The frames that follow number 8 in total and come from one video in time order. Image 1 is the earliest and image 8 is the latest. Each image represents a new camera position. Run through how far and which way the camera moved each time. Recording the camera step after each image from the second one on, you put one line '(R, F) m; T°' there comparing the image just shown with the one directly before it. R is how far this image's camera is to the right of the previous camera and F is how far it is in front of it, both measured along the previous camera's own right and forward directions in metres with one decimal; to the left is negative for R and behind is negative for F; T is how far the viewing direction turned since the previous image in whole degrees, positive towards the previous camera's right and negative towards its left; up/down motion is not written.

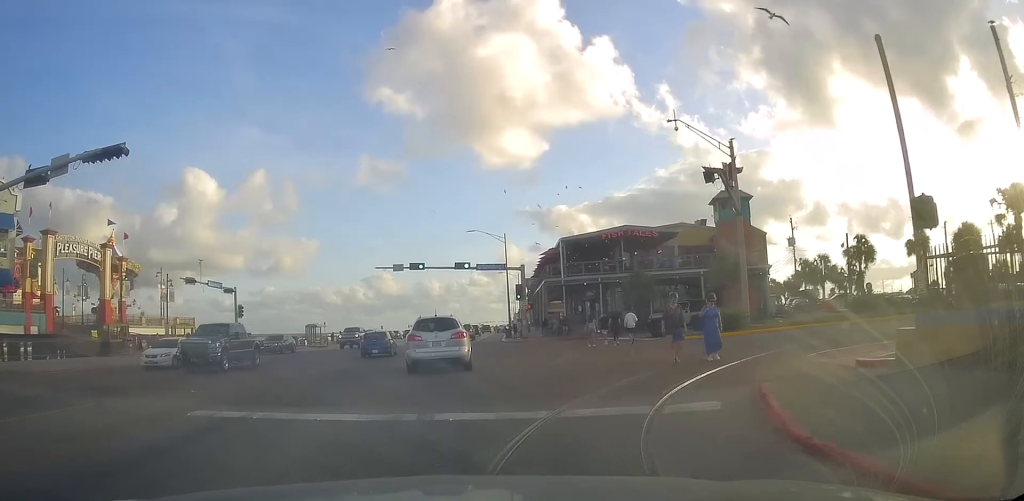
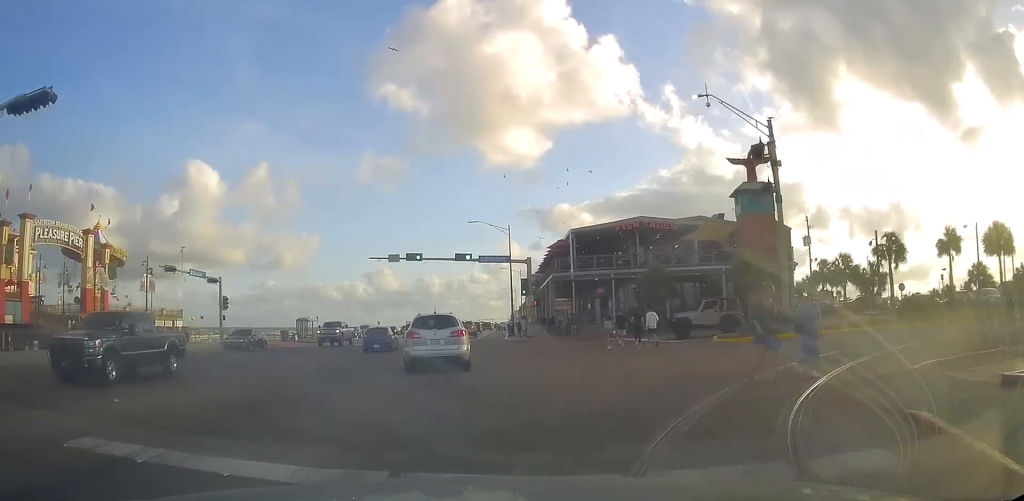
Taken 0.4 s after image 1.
(+0.1, +3.2) m; +1°
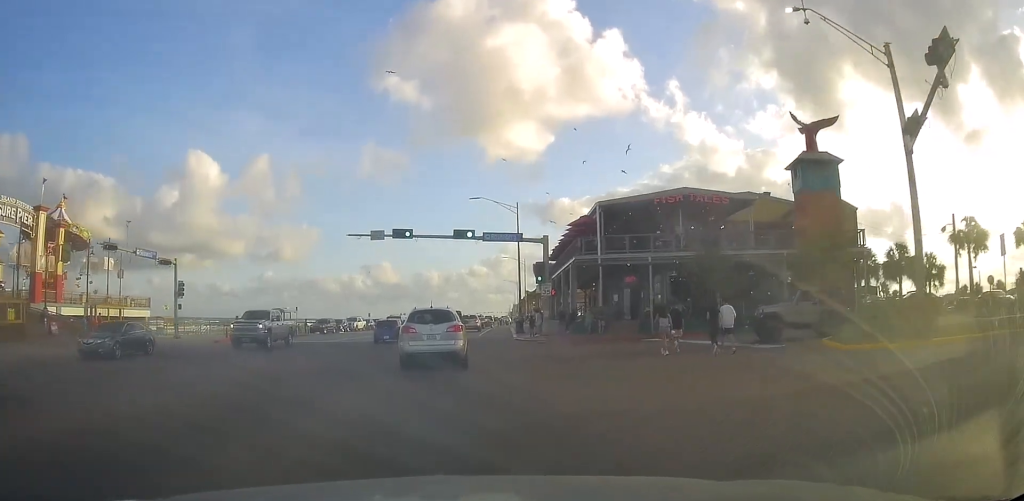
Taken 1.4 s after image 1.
(+0.2, +7.5) m; 0°
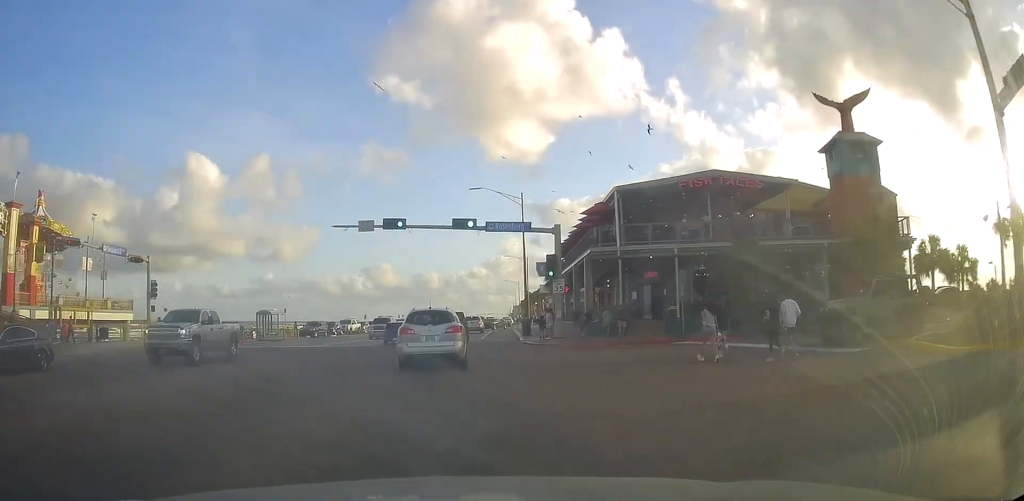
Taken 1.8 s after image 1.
(+0.2, +3.9) m; -3°
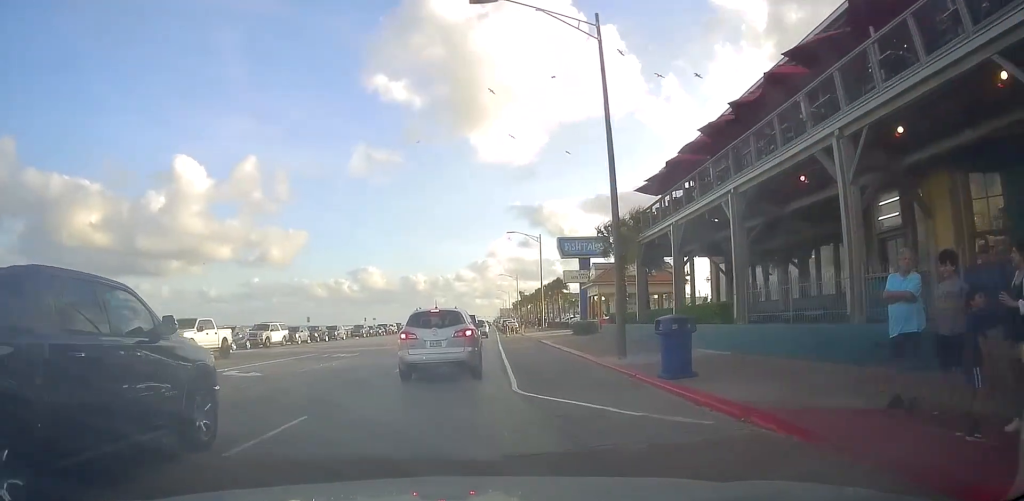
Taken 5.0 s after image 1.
(-0.2, +29.4) m; +2°
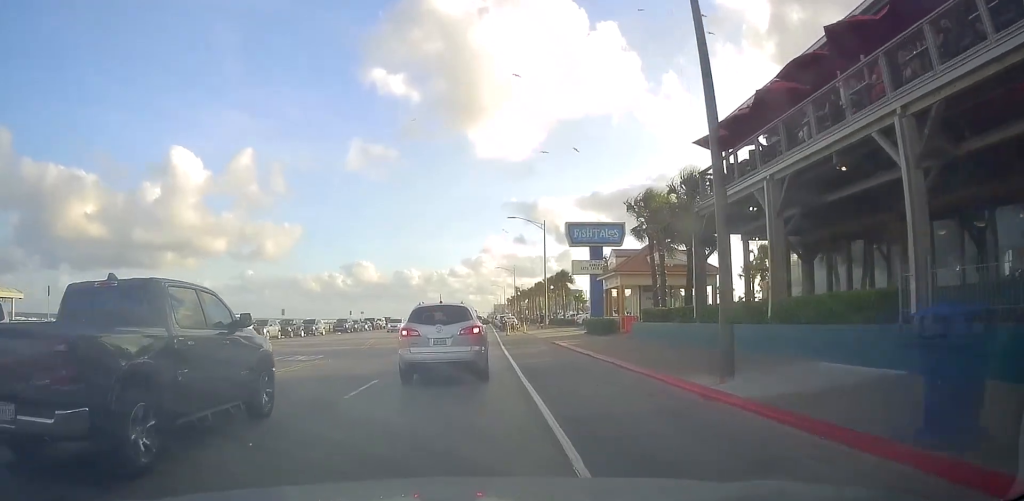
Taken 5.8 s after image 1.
(+0.2, +8.3) m; -1°
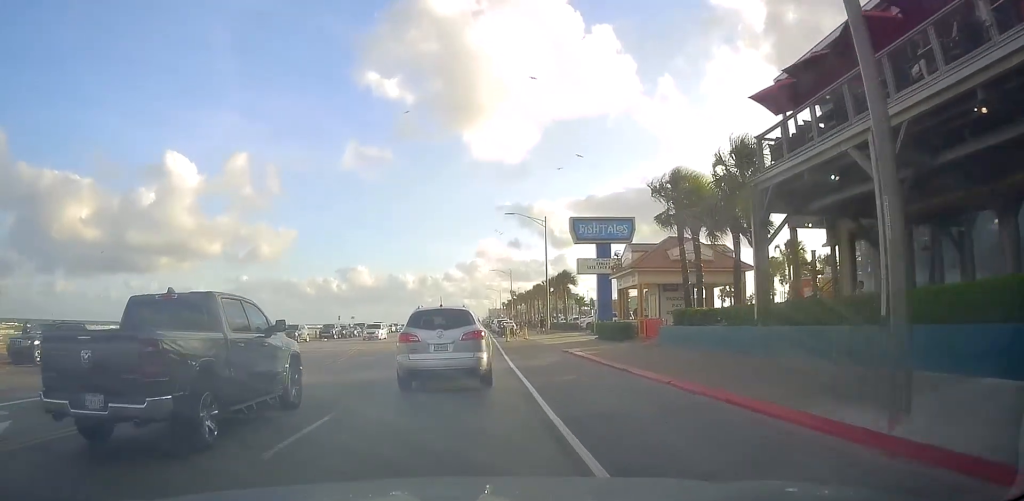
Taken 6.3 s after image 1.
(-0.1, +5.4) m; -1°
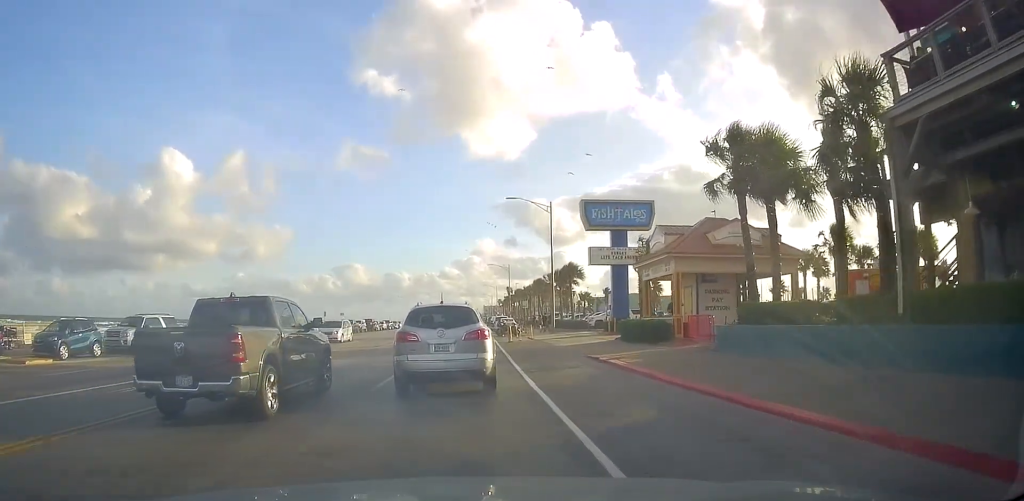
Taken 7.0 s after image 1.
(-0.2, +7.0) m; -1°
